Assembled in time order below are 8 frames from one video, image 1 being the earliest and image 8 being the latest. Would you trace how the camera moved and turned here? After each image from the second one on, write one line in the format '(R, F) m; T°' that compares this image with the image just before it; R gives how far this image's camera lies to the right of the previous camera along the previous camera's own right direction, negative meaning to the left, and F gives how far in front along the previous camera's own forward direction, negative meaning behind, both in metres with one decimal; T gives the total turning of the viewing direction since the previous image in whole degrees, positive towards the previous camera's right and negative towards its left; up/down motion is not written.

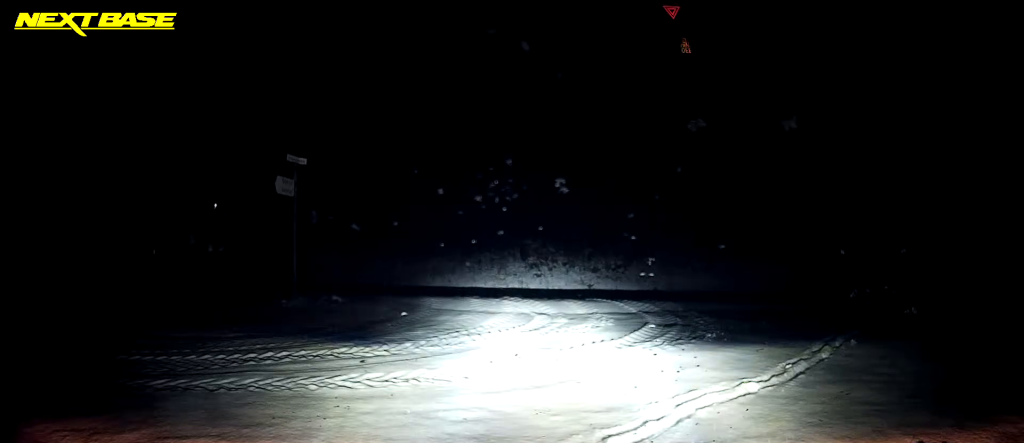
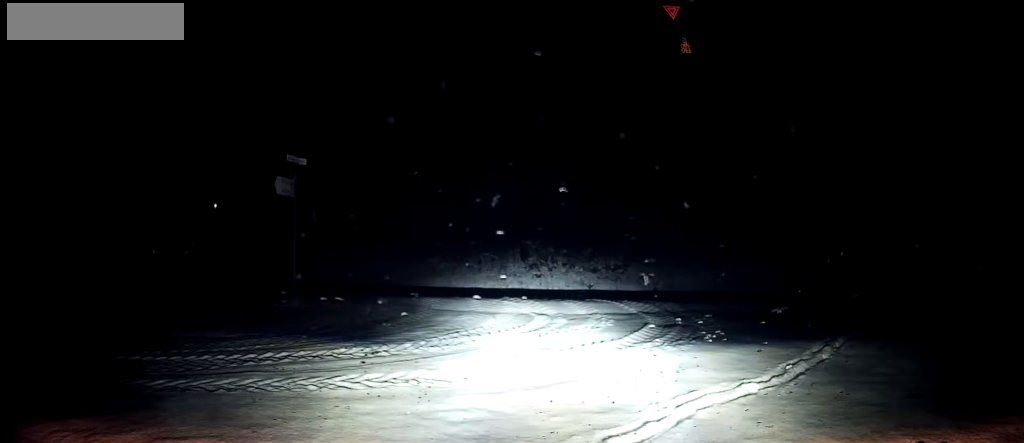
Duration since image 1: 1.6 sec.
(0.0, 0.0) m; 0°
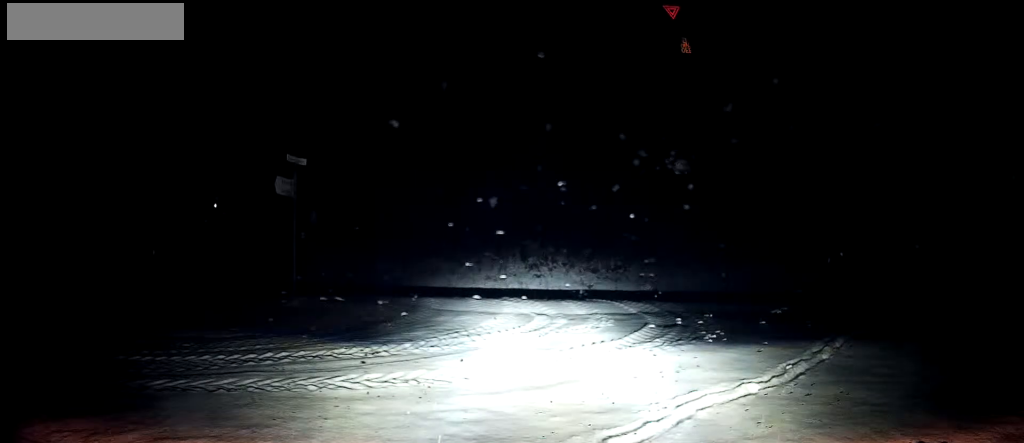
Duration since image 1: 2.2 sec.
(0.0, 0.0) m; 0°
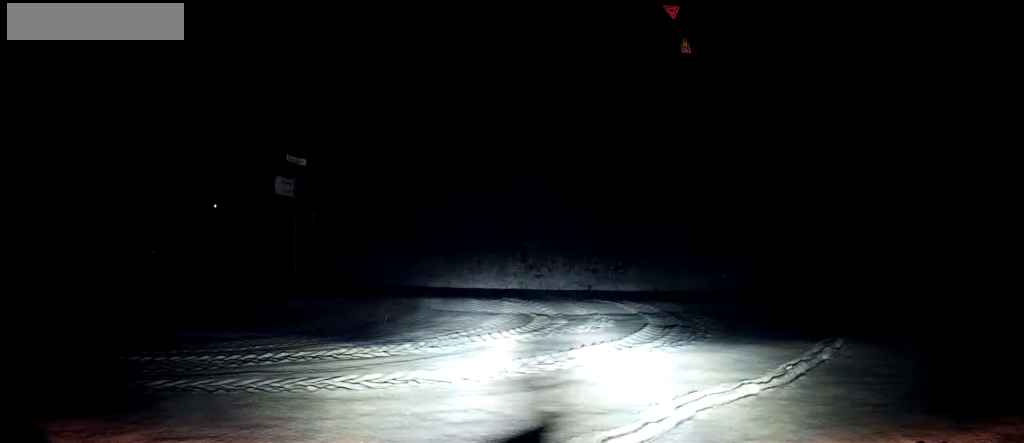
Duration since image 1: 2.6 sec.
(0.0, 0.0) m; 0°
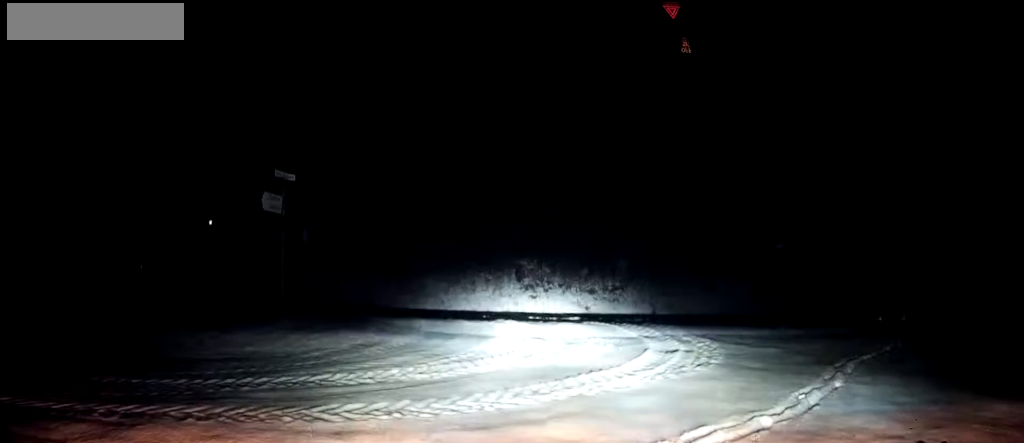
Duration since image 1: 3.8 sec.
(+0.1, +0.2) m; 0°
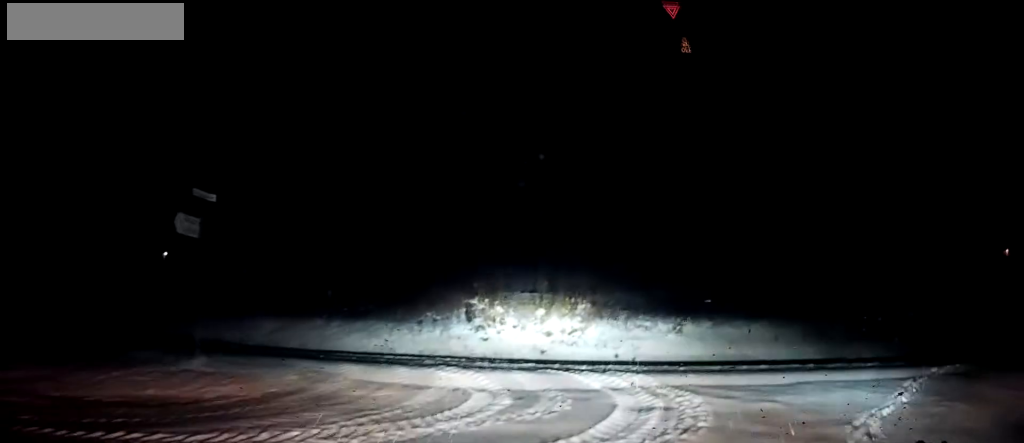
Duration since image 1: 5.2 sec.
(-0.1, +0.4) m; 0°
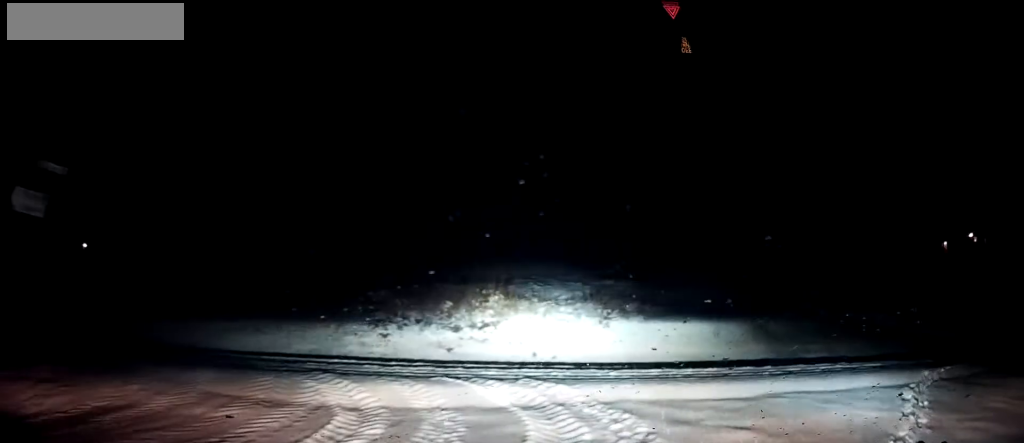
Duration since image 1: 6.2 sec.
(-0.1, +0.3) m; 0°
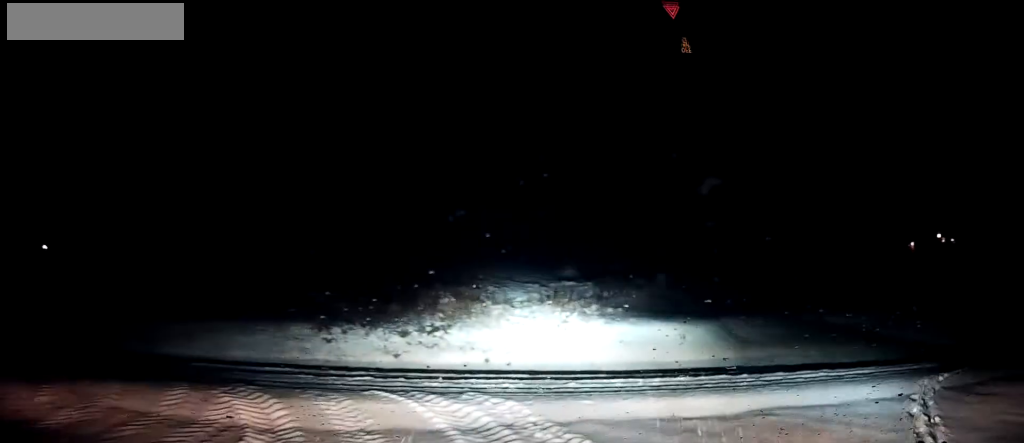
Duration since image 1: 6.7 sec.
(0.0, 0.0) m; 0°
